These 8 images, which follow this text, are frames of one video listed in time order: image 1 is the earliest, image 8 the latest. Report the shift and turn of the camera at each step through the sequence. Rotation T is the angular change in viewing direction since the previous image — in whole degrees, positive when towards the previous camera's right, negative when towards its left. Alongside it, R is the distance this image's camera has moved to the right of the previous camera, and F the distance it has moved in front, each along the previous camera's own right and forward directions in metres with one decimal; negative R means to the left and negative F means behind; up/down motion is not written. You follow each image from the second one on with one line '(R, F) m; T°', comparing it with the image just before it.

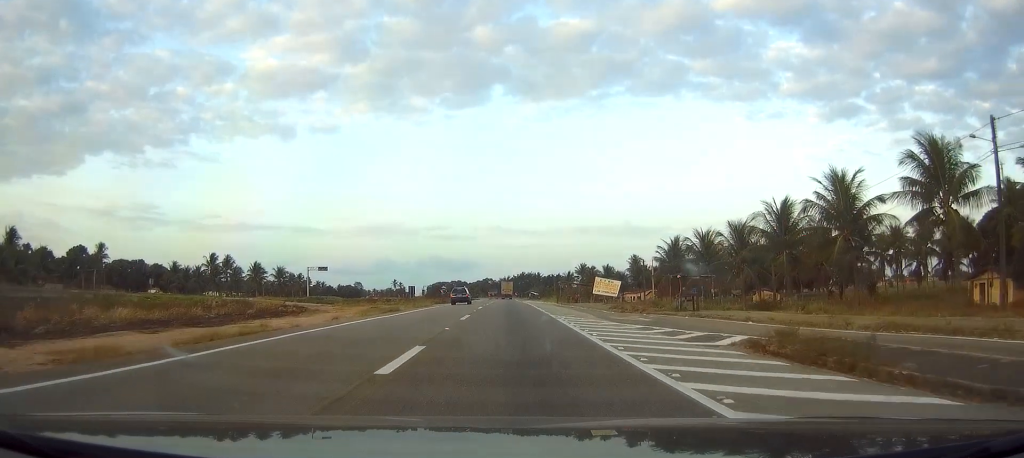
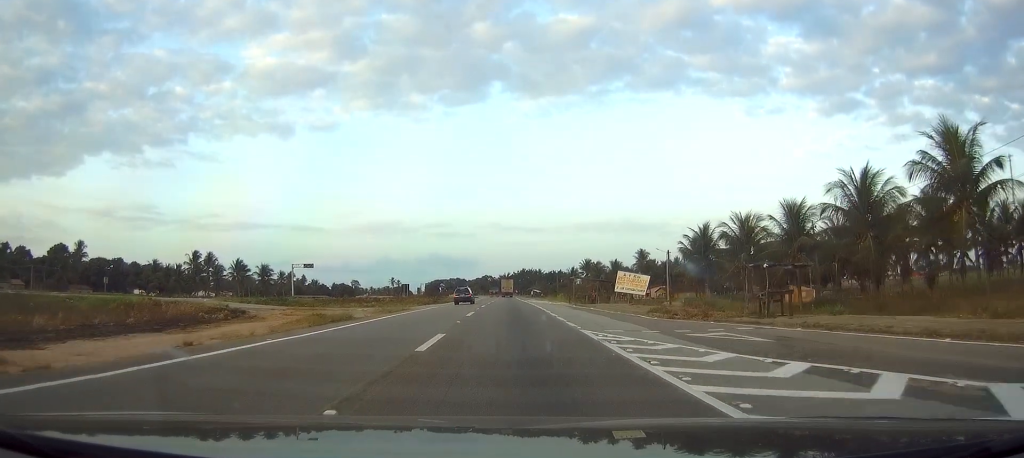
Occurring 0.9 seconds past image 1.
(-0.1, +11.9) m; -1°
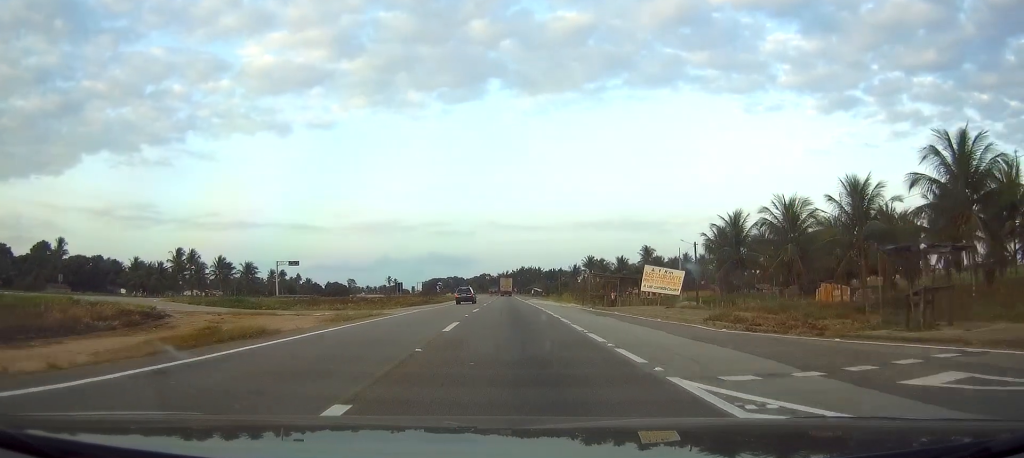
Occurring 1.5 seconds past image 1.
(-0.1, +9.5) m; 0°
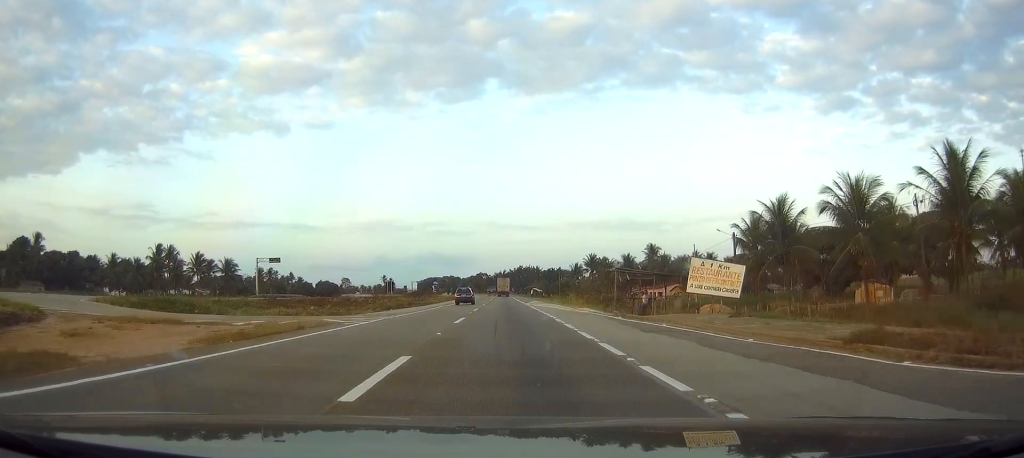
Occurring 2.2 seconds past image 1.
(0.0, +10.0) m; 0°
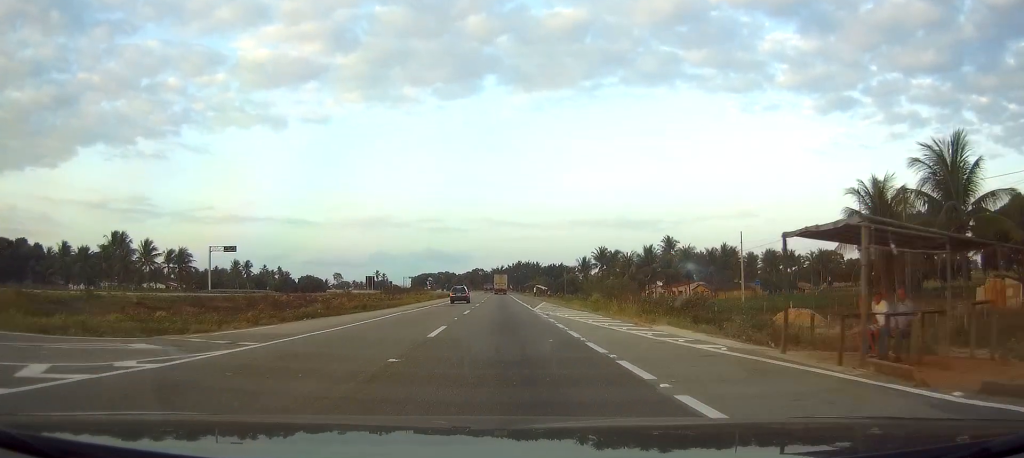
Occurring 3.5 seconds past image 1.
(+0.1, +21.2) m; 0°
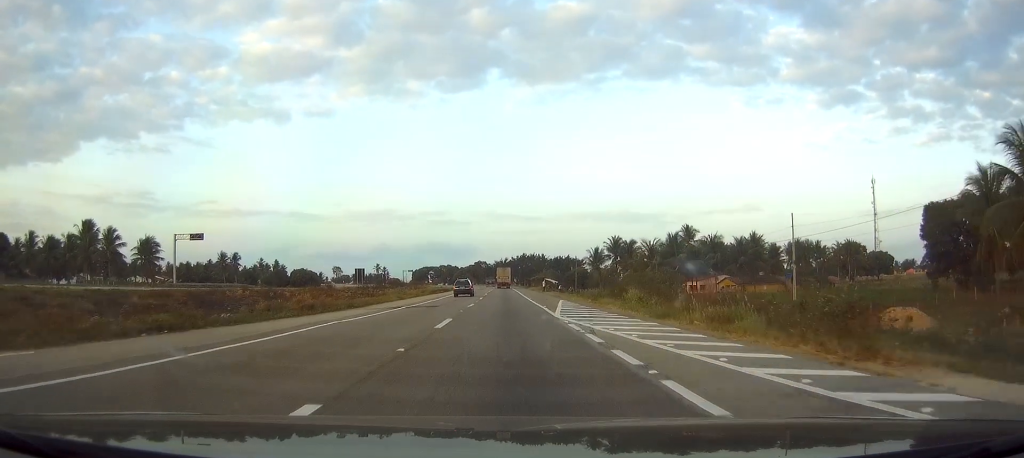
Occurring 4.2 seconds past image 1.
(0.0, +14.0) m; 0°
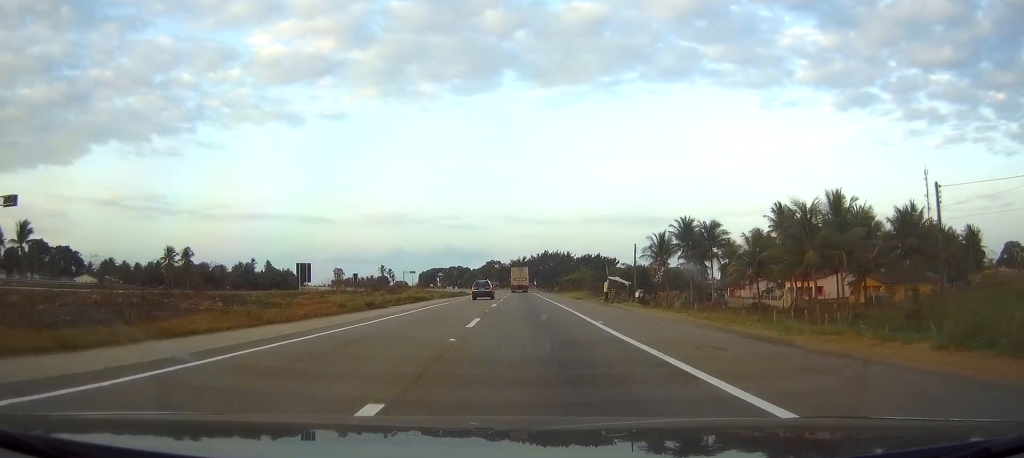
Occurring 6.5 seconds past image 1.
(-0.5, +46.7) m; -2°
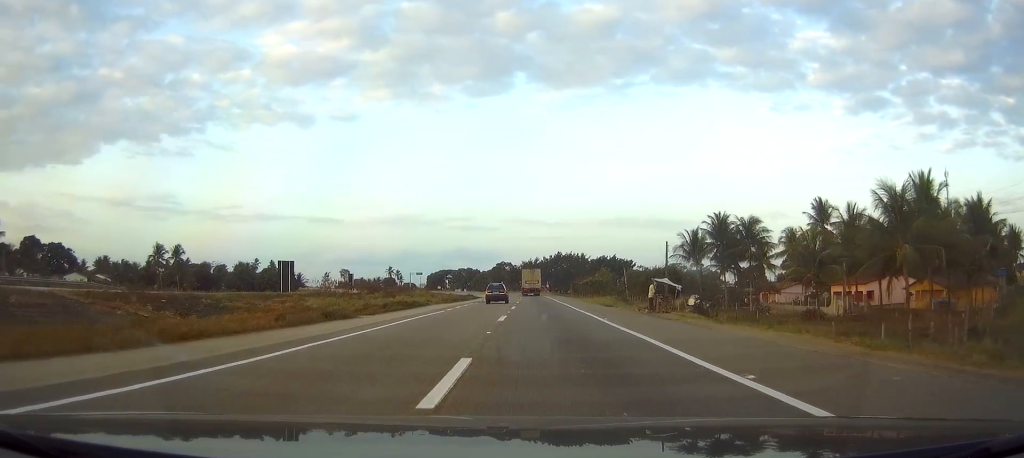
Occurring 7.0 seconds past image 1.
(0.0, +11.5) m; -1°
